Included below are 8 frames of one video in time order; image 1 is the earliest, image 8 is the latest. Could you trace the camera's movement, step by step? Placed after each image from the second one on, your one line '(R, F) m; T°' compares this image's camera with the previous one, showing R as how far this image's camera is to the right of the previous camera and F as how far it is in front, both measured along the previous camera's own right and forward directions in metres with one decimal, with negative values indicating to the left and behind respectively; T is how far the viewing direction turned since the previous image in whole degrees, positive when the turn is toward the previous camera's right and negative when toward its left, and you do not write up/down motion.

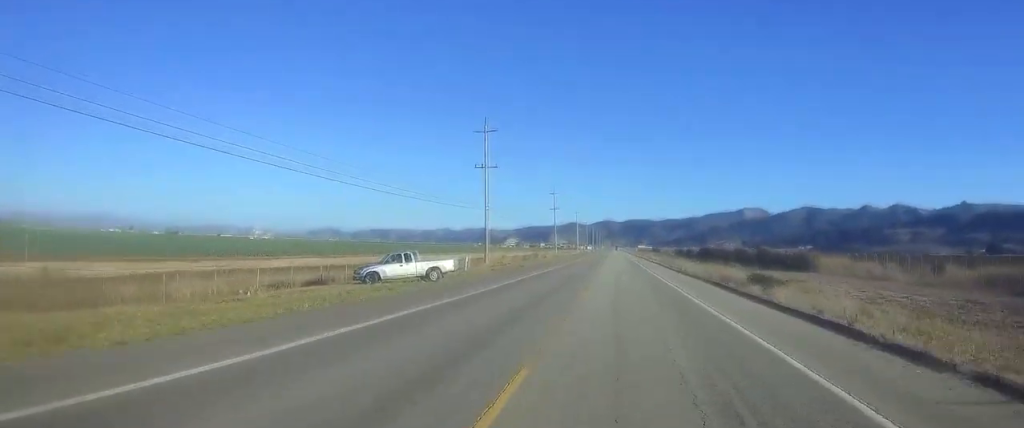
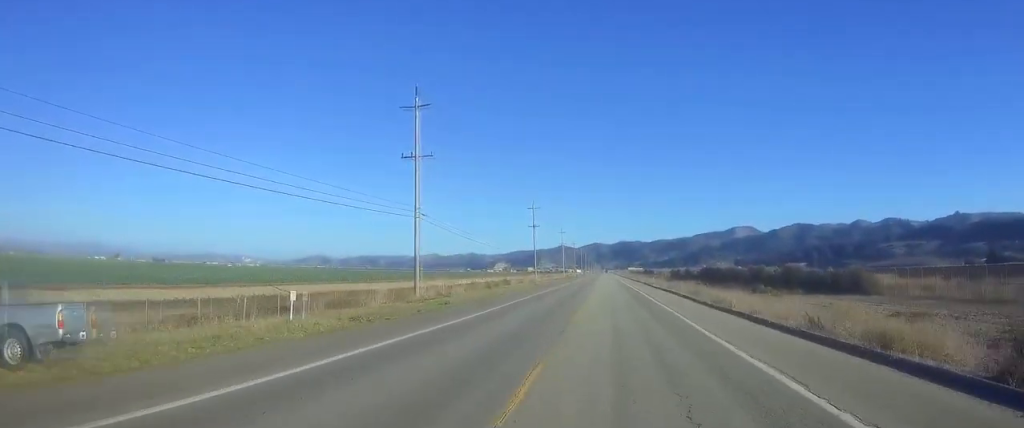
(+0.2, +26.3) m; 0°
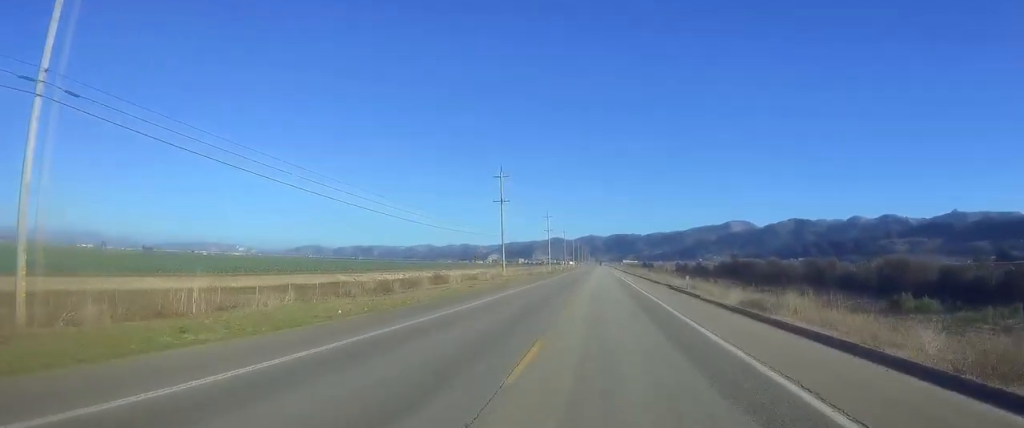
(-0.5, +40.9) m; -2°
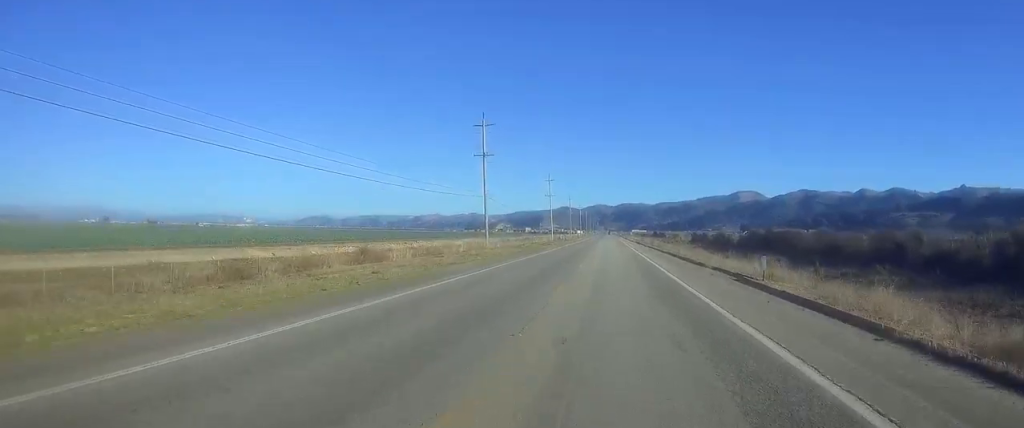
(-0.6, +21.6) m; 0°
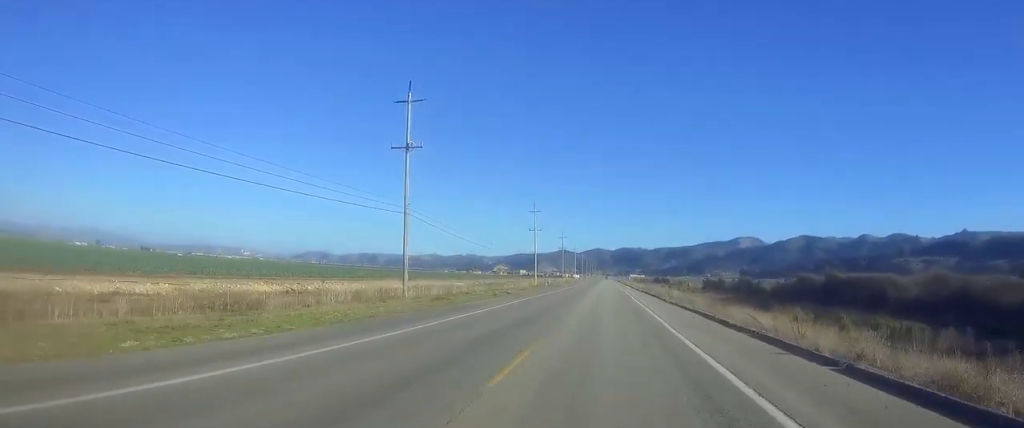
(+0.6, +34.3) m; +1°
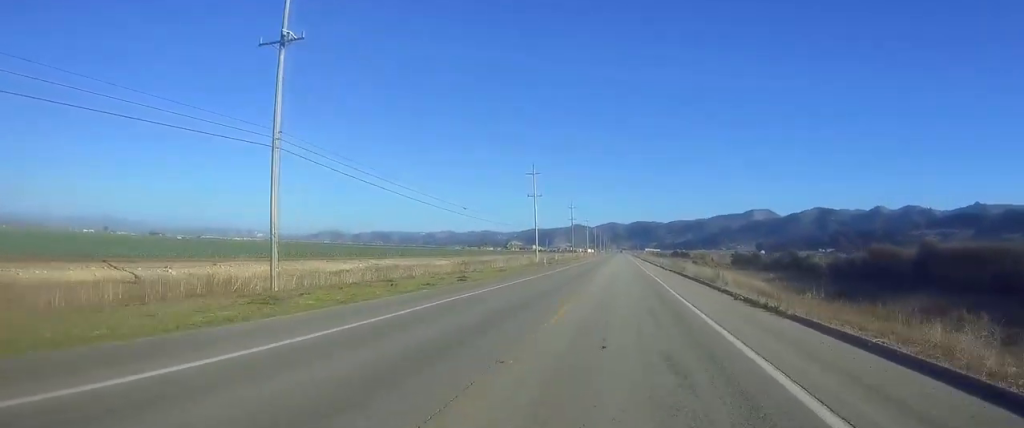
(-0.1, +24.0) m; -1°
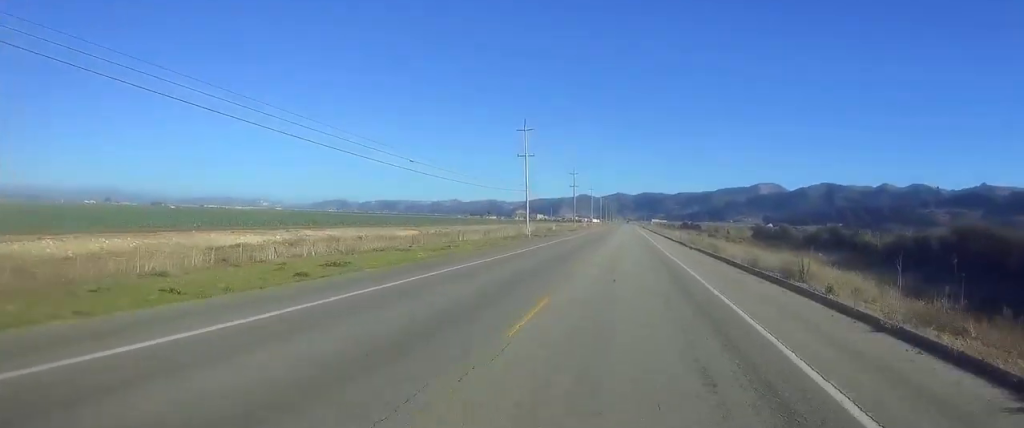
(-0.3, +19.9) m; 0°
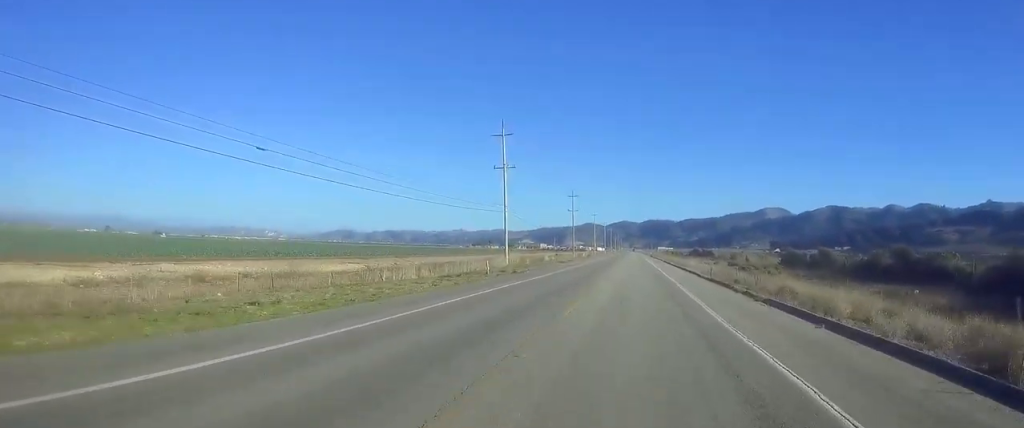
(+0.4, +22.1) m; 0°
